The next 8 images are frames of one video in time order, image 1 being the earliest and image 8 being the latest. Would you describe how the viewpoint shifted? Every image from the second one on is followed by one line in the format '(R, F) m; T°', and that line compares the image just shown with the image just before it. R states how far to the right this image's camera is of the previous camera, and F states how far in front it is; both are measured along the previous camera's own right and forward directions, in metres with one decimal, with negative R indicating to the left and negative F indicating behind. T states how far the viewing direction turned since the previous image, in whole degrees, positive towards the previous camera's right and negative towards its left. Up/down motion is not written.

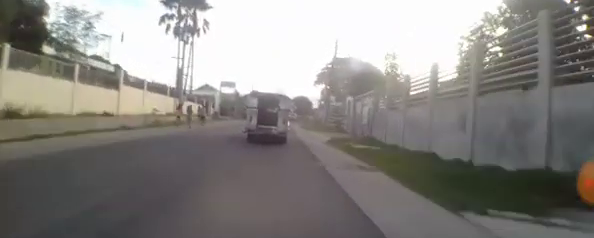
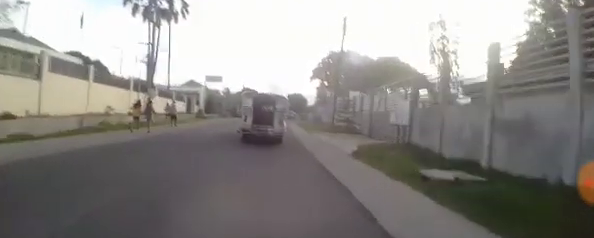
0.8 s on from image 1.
(-0.1, +6.7) m; 0°
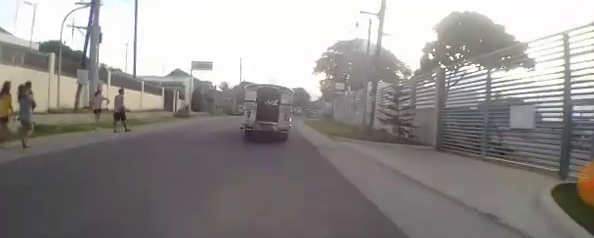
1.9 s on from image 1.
(+0.2, +8.8) m; +1°
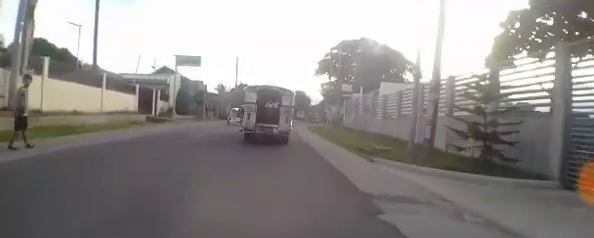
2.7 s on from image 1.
(-0.2, +6.1) m; 0°
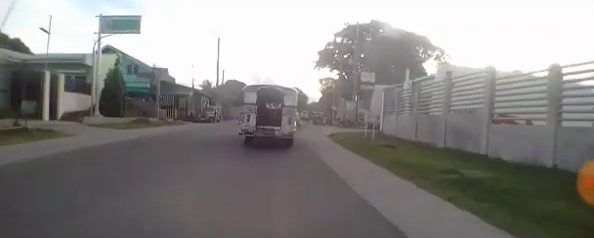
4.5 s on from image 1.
(-0.3, +14.3) m; +3°
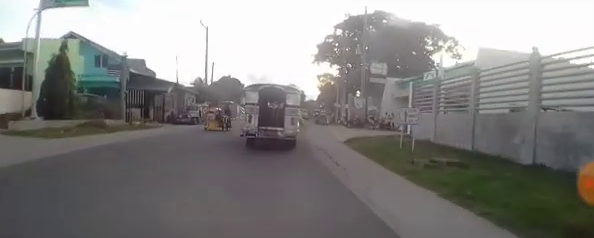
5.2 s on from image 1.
(+0.7, +4.9) m; +3°
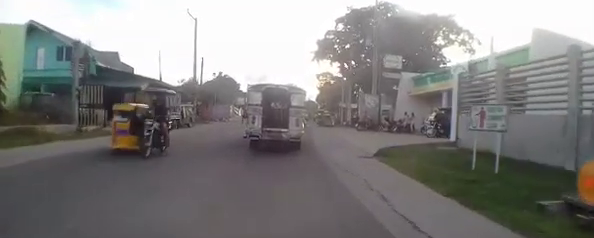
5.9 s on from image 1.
(+0.1, +4.8) m; +1°
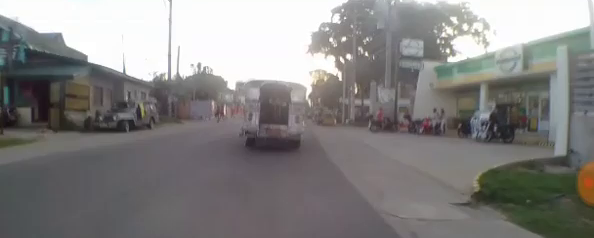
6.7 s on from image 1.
(-0.3, +5.5) m; 0°
